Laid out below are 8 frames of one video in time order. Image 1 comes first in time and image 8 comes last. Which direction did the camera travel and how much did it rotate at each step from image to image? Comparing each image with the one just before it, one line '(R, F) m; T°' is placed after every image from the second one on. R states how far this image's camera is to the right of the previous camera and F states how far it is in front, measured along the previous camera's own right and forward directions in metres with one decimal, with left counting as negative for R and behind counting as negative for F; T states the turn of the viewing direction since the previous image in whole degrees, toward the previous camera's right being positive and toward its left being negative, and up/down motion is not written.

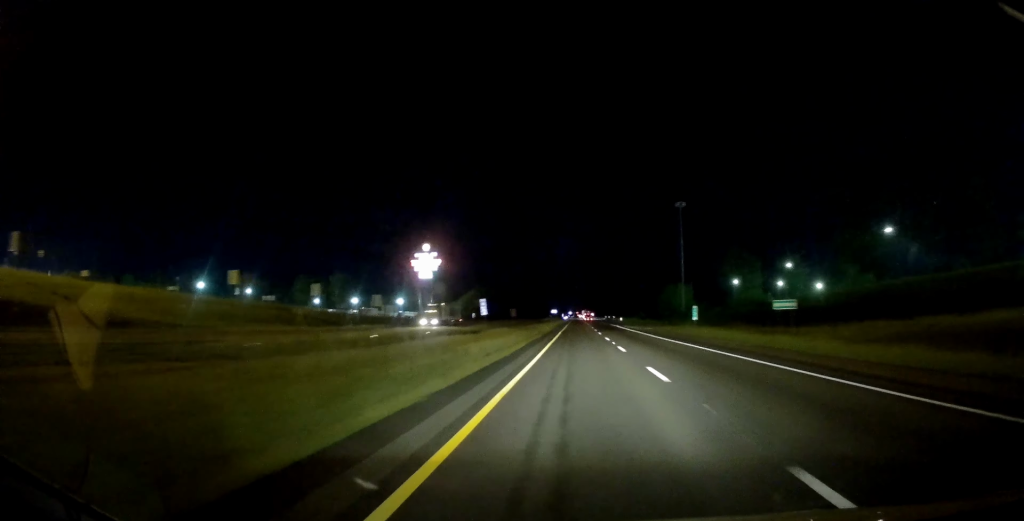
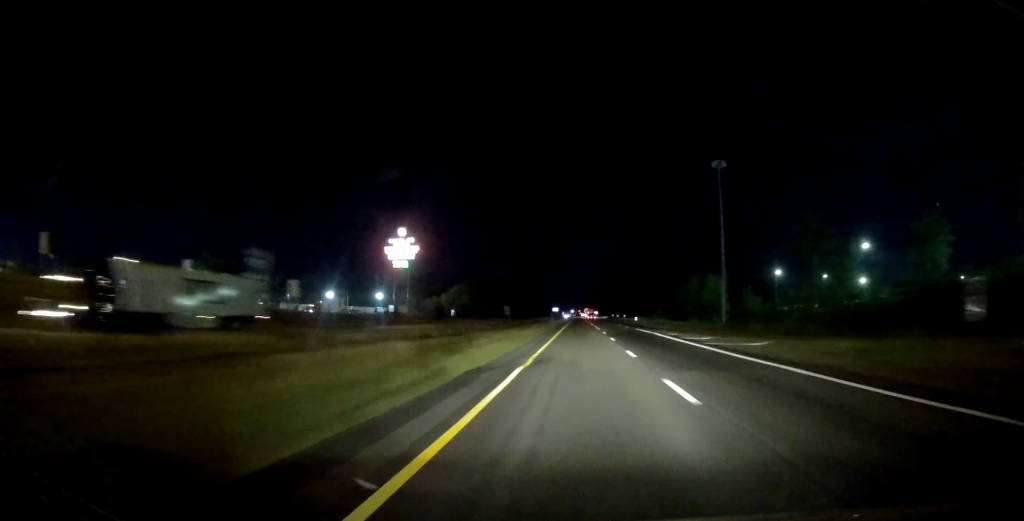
(0.0, +39.4) m; 0°
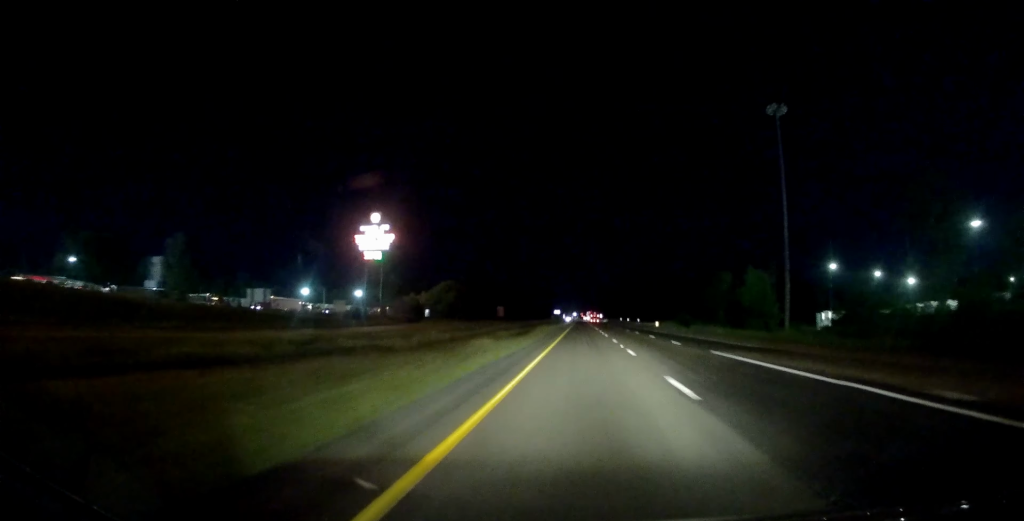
(-0.1, +34.4) m; 0°
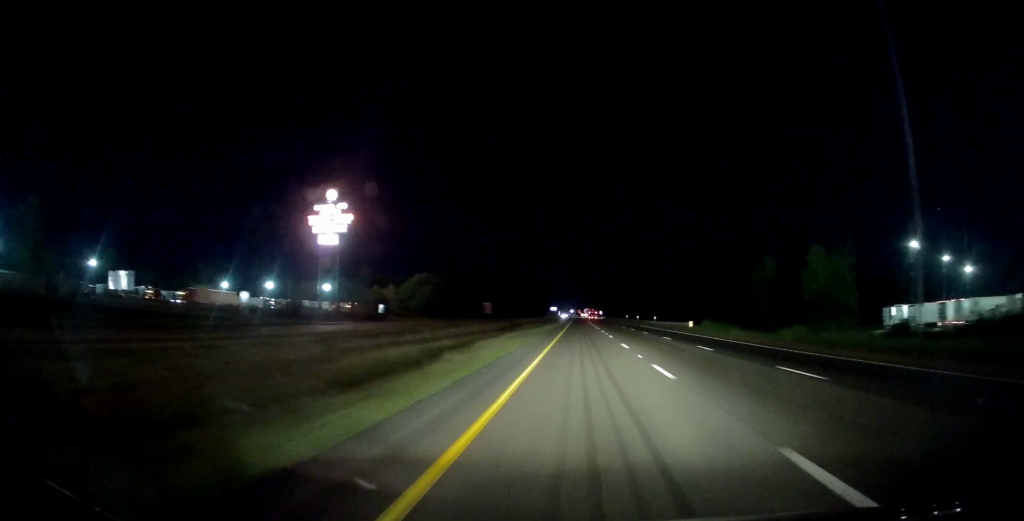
(+0.1, +33.9) m; 0°
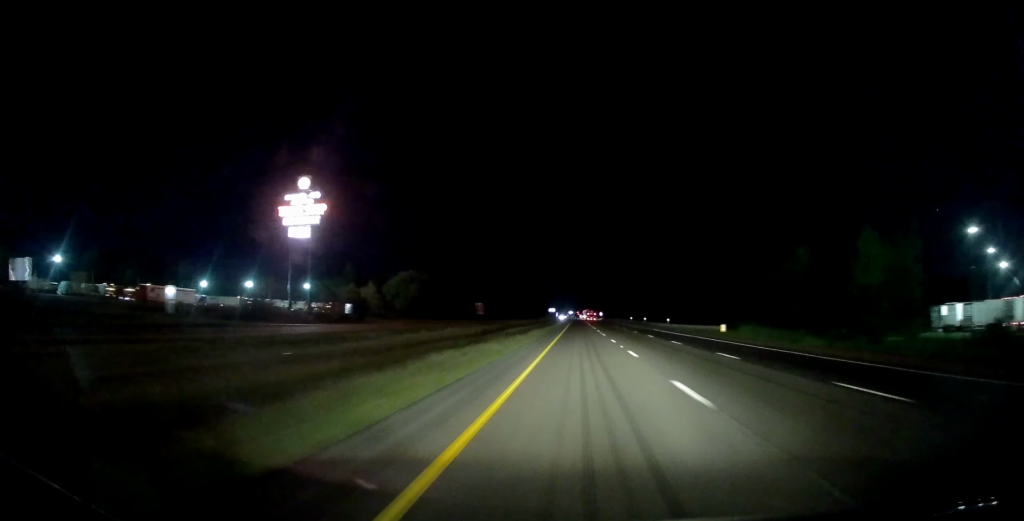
(0.0, +16.8) m; 0°
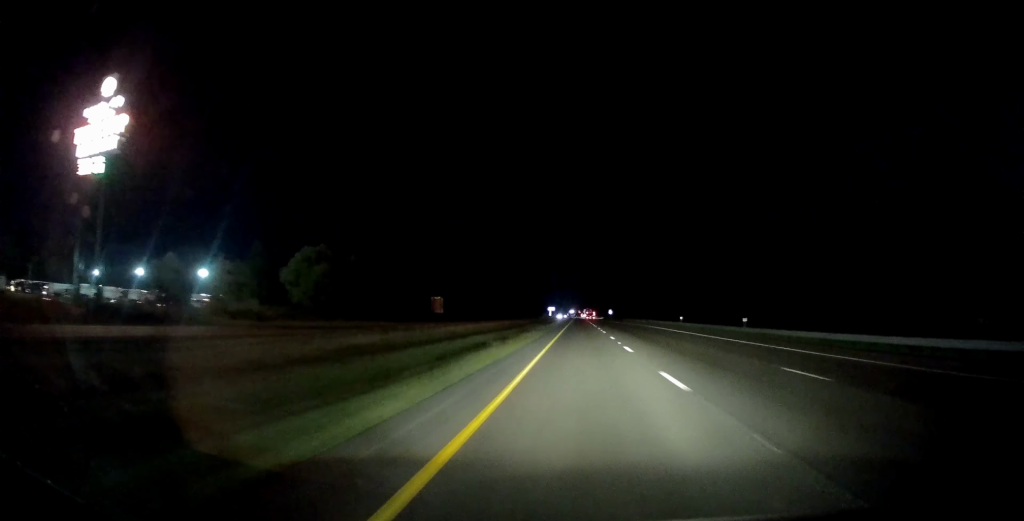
(+0.5, +71.0) m; +1°
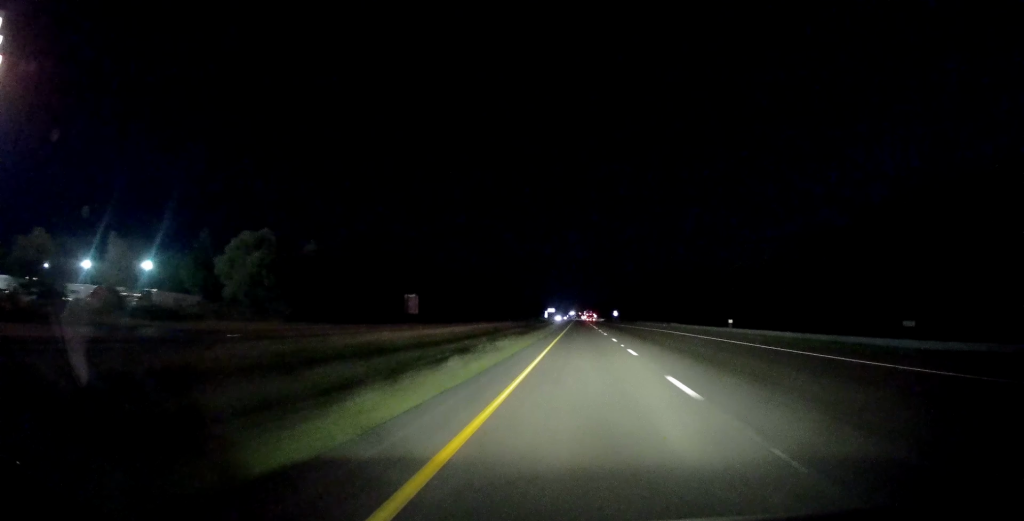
(-0.2, +25.4) m; 0°
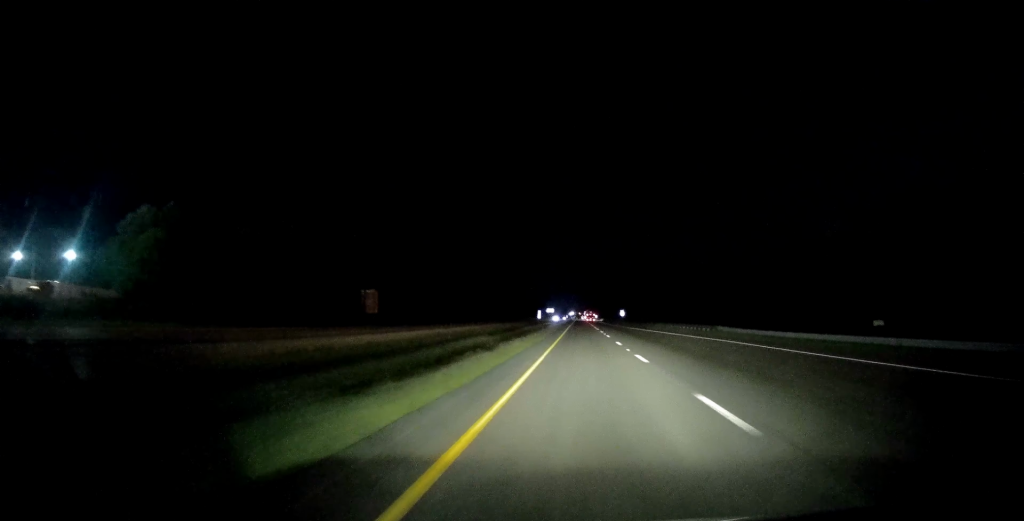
(+0.2, +27.5) m; 0°
